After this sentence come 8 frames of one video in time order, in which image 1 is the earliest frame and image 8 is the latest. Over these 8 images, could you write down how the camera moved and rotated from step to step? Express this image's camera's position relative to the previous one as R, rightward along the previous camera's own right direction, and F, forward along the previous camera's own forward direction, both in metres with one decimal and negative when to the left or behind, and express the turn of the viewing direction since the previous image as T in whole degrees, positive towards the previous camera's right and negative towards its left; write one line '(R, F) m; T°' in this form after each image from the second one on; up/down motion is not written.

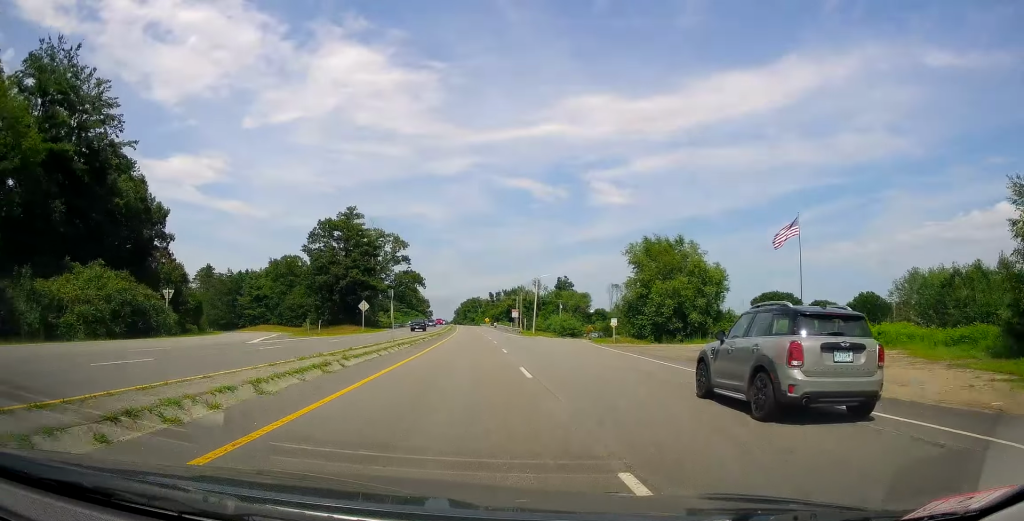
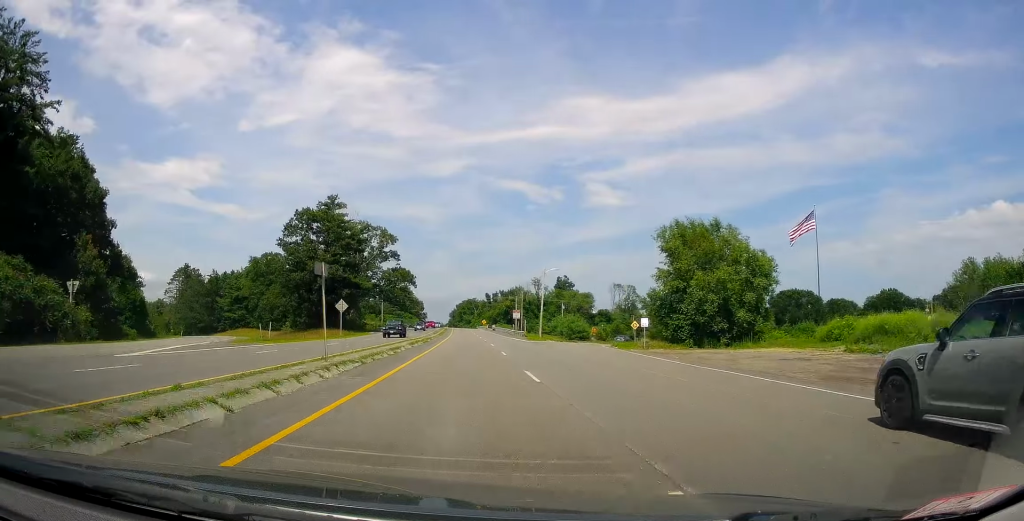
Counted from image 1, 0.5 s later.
(-0.2, +12.8) m; 0°
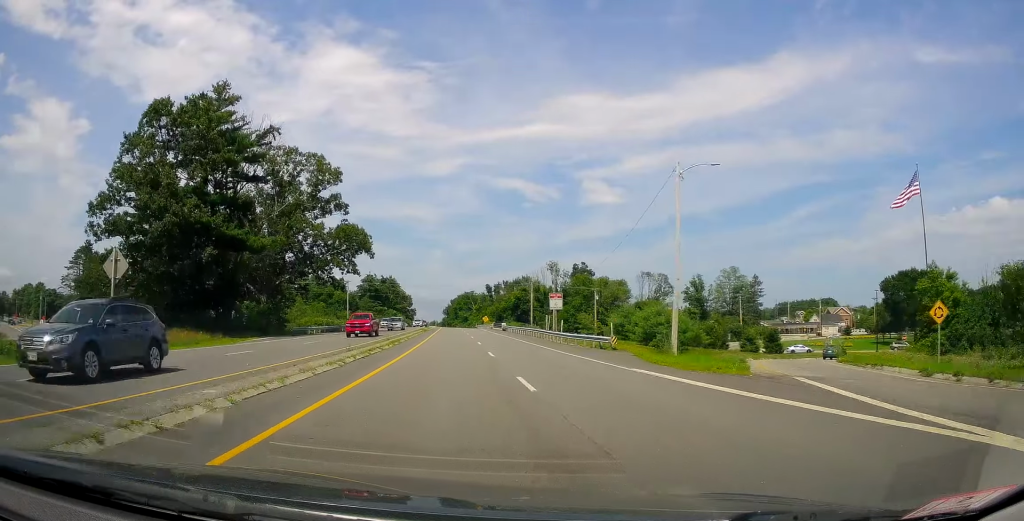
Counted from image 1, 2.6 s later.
(+1.3, +48.2) m; +3°
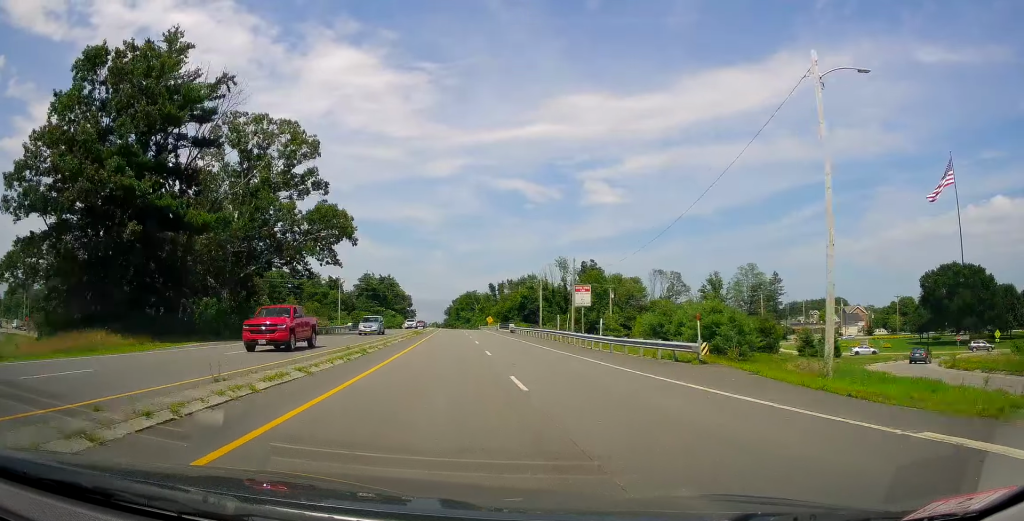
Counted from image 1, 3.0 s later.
(+0.2, +11.4) m; 0°
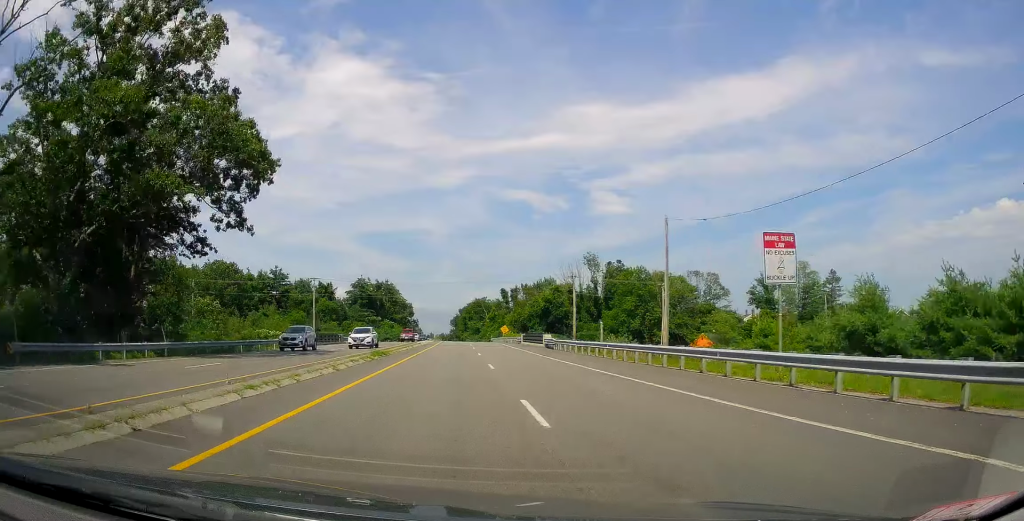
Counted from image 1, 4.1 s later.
(0.0, +27.2) m; -1°
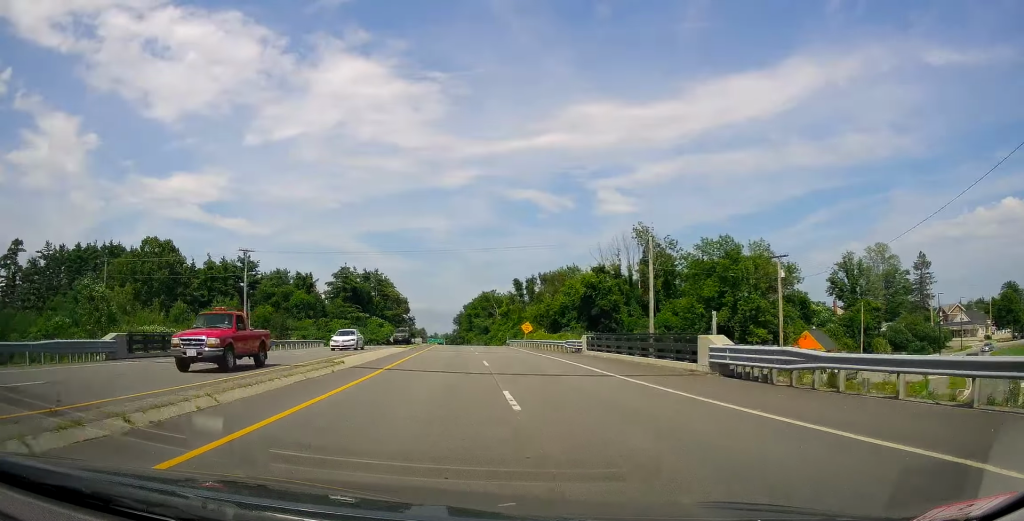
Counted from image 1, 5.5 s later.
(-0.6, +35.5) m; -2°
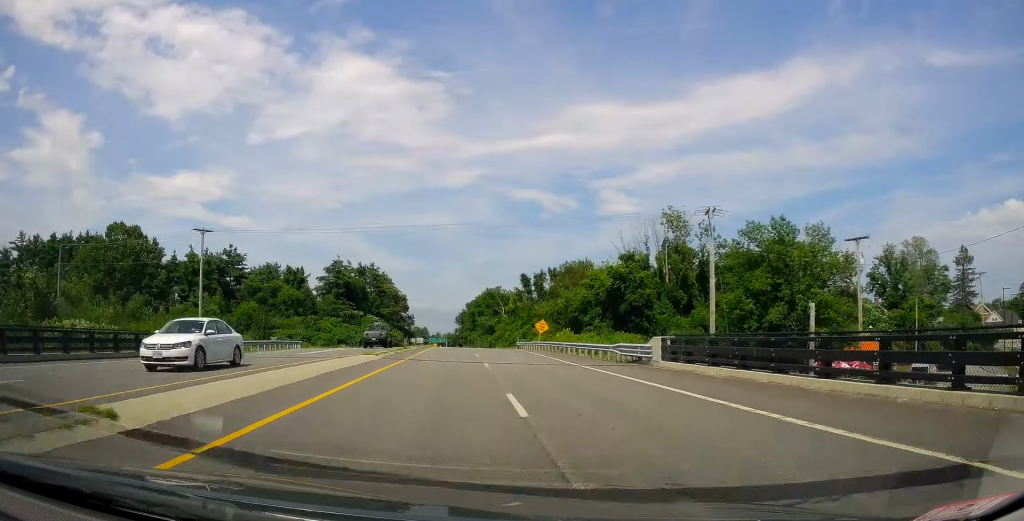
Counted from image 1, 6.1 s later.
(-0.2, +13.4) m; 0°
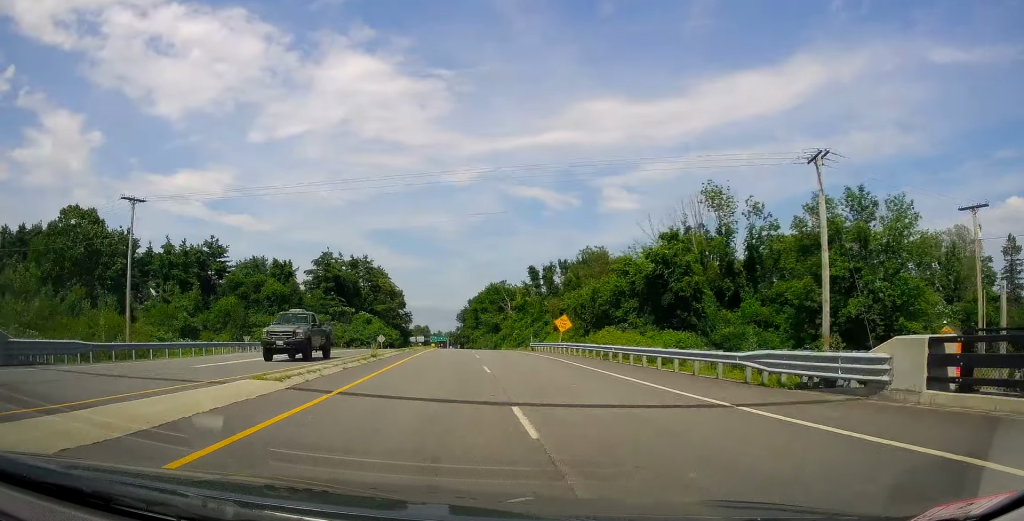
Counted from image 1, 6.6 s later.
(-0.1, +14.1) m; 0°
